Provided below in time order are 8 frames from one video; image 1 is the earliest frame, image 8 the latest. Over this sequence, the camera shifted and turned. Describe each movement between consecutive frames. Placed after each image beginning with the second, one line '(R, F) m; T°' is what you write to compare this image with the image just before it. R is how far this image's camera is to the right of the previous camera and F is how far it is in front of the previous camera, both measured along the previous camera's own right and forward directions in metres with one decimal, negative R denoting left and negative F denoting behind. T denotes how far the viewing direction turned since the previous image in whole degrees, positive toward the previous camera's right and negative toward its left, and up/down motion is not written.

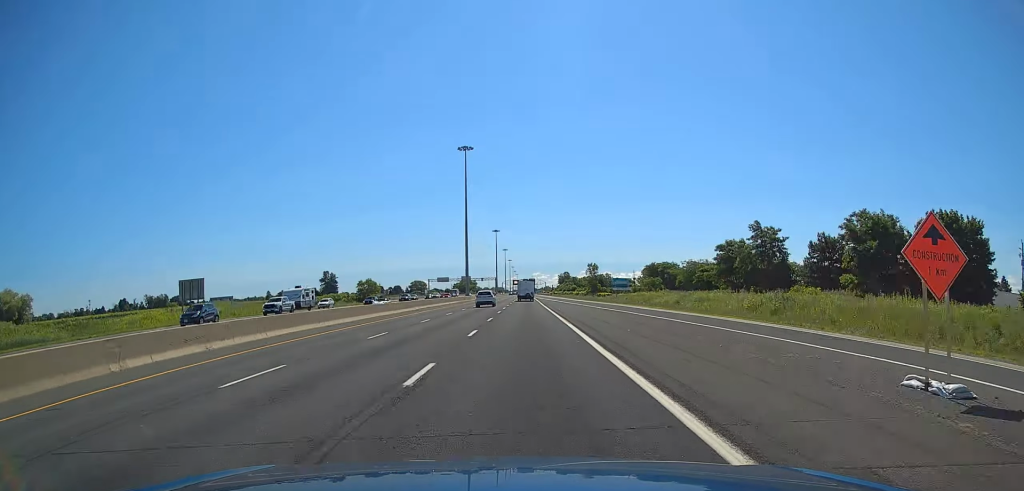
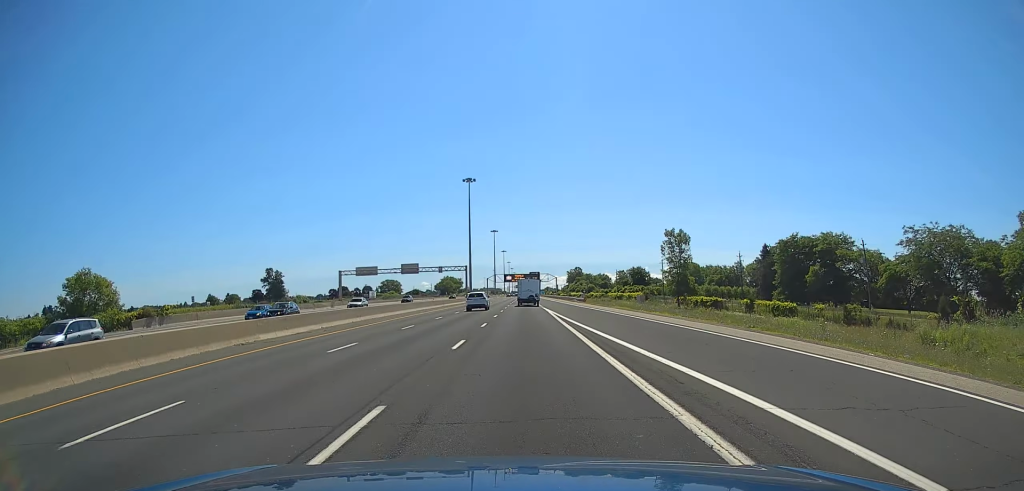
(0.0, +109.0) m; 0°
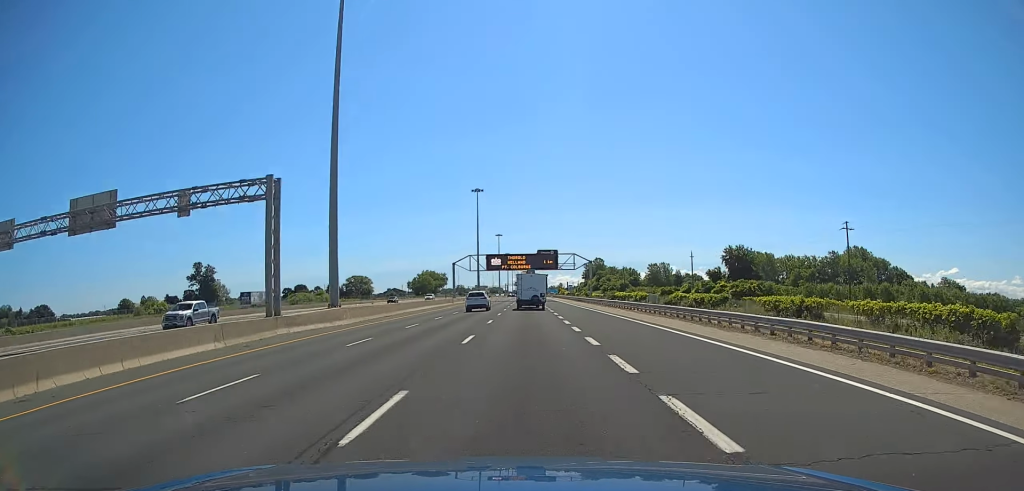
(0.0, +98.7) m; 0°
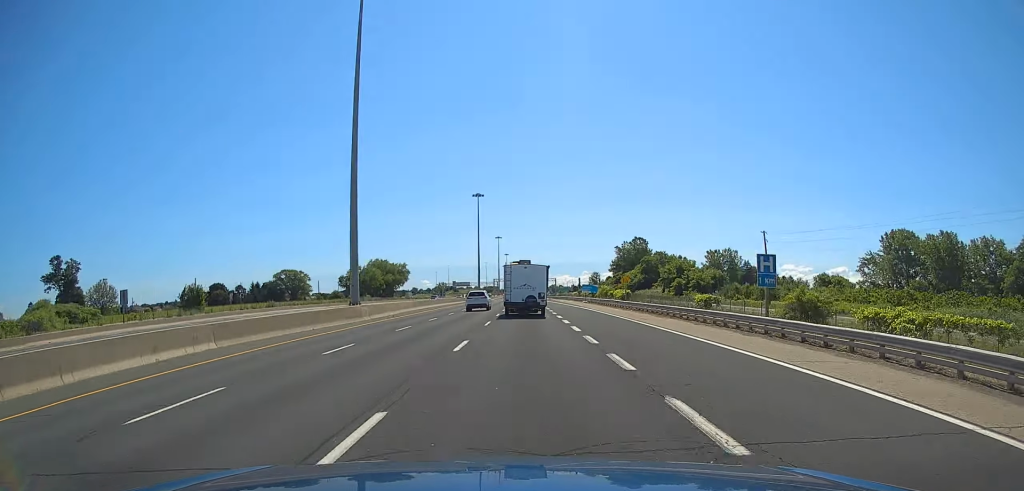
(0.0, +116.8) m; 0°
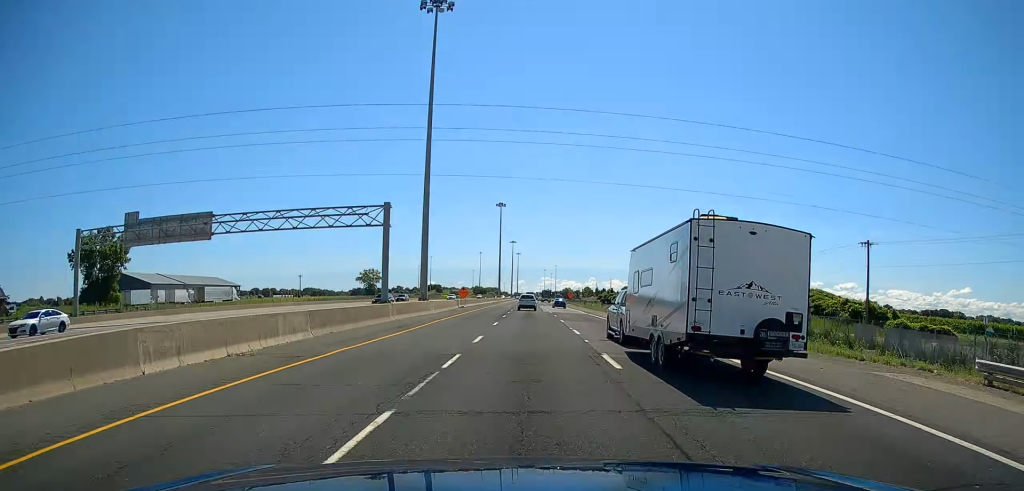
(-2.0, +268.3) m; 0°
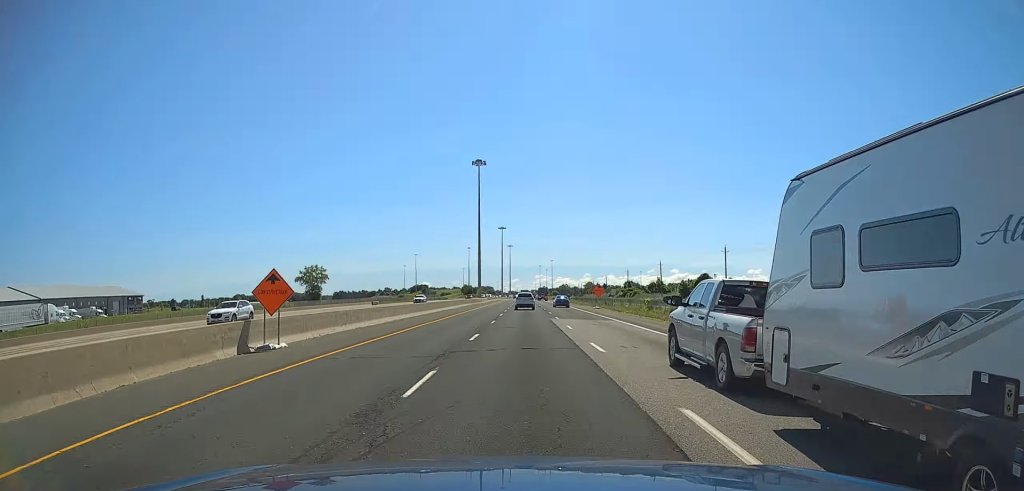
(+0.6, +61.4) m; 0°
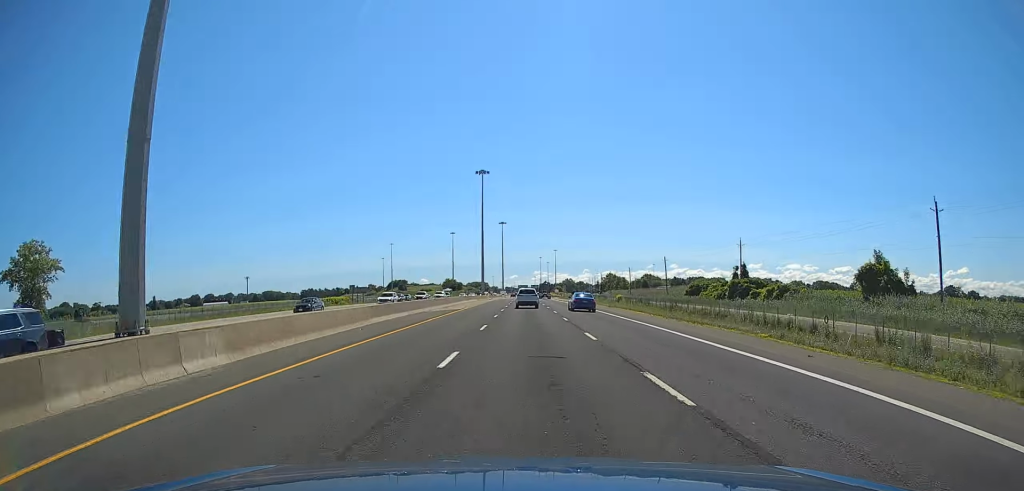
(+0.7, +114.4) m; +1°
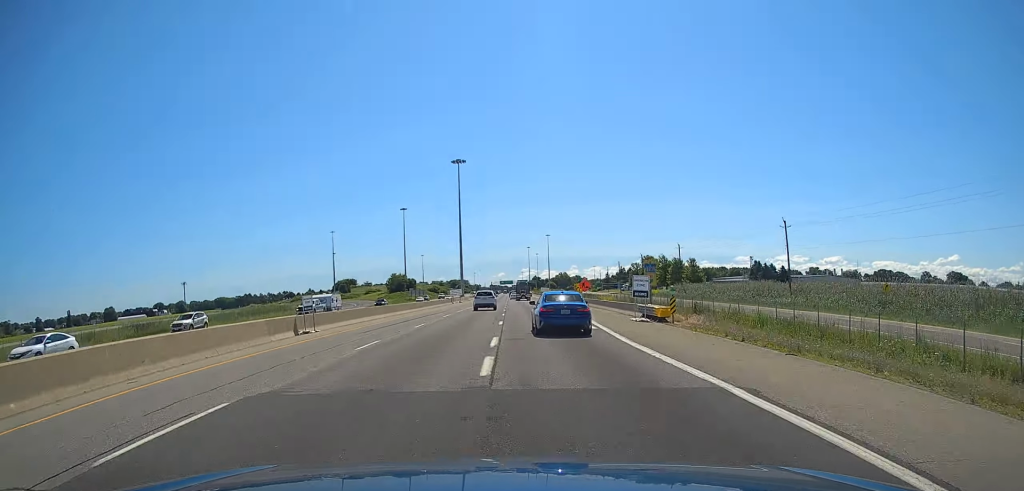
(+0.9, +140.4) m; +1°
